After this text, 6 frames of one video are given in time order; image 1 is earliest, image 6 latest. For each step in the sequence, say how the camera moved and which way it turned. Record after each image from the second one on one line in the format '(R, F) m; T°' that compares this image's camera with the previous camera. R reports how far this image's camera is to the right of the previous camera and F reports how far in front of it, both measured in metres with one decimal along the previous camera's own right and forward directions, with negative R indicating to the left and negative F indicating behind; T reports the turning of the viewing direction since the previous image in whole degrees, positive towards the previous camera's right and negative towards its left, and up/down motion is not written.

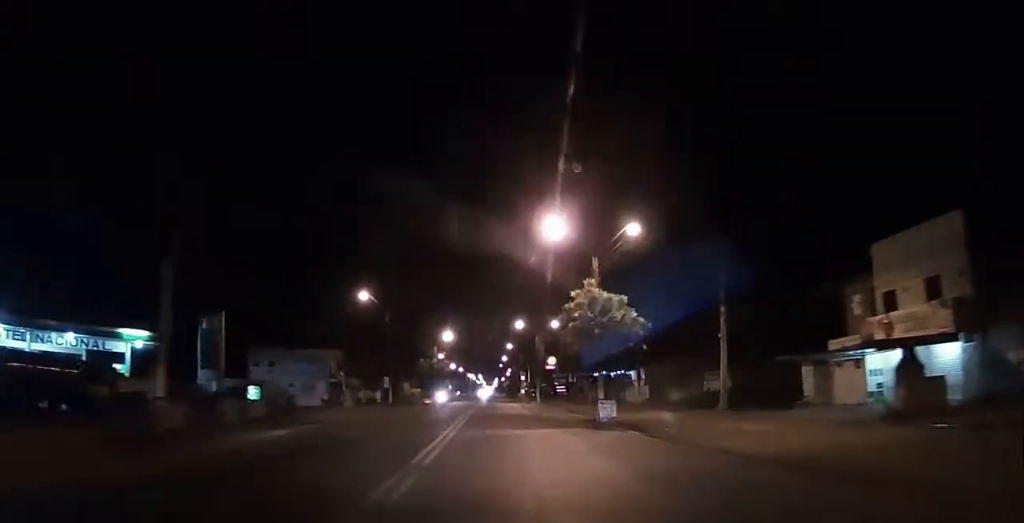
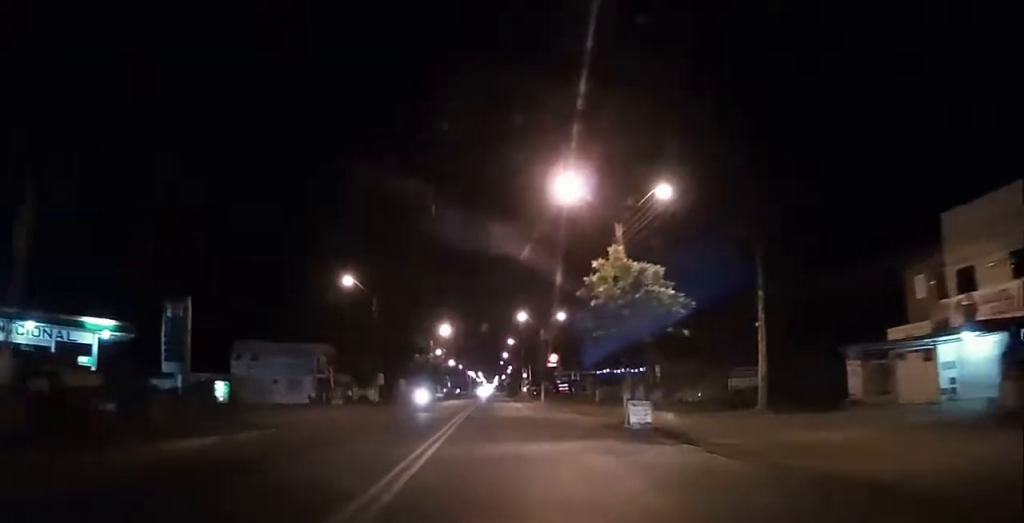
(0.0, +5.9) m; 0°
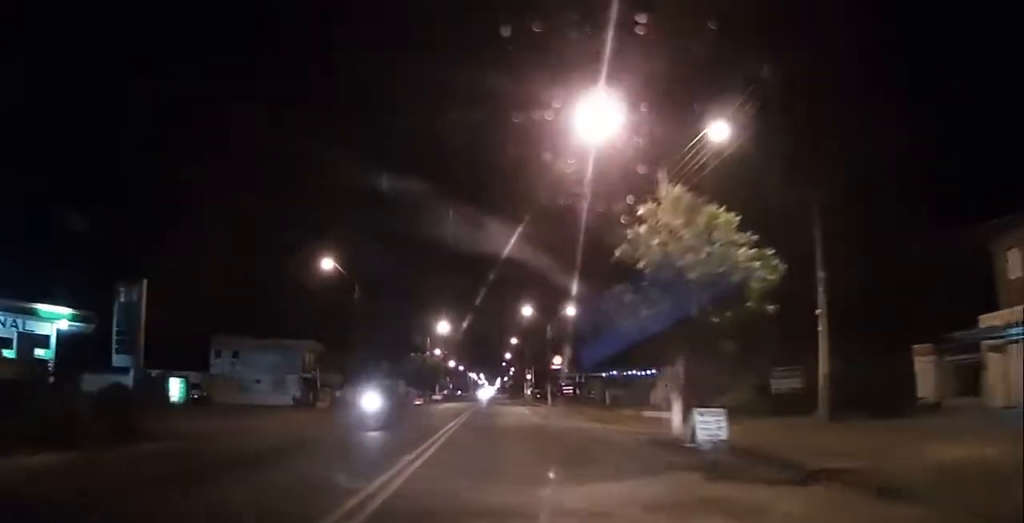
(-0.1, +6.7) m; +1°
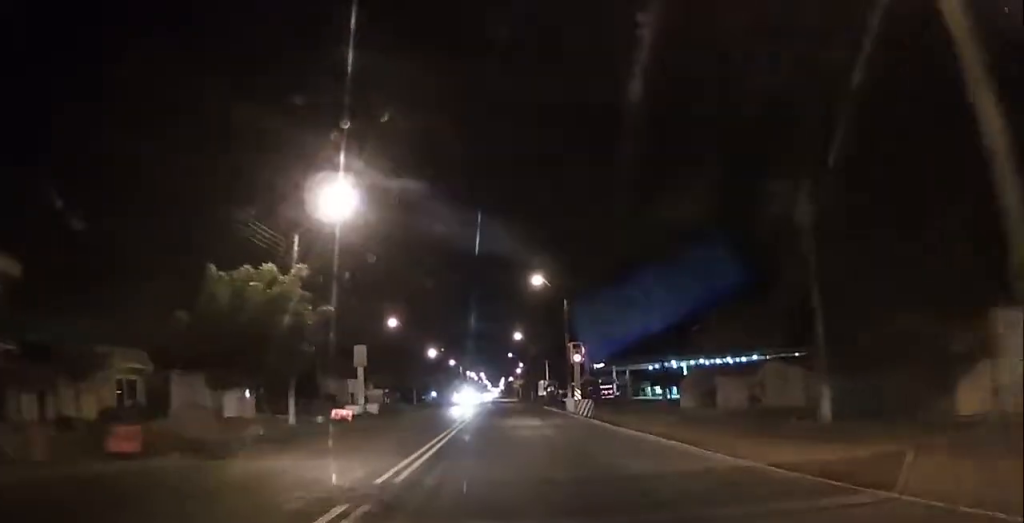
(+0.2, +54.7) m; -1°
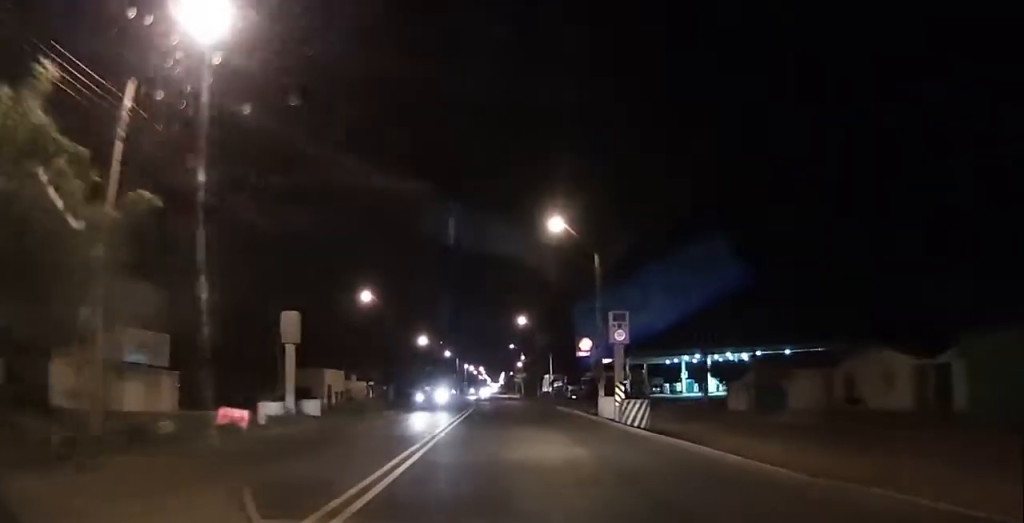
(+0.1, +14.1) m; +1°
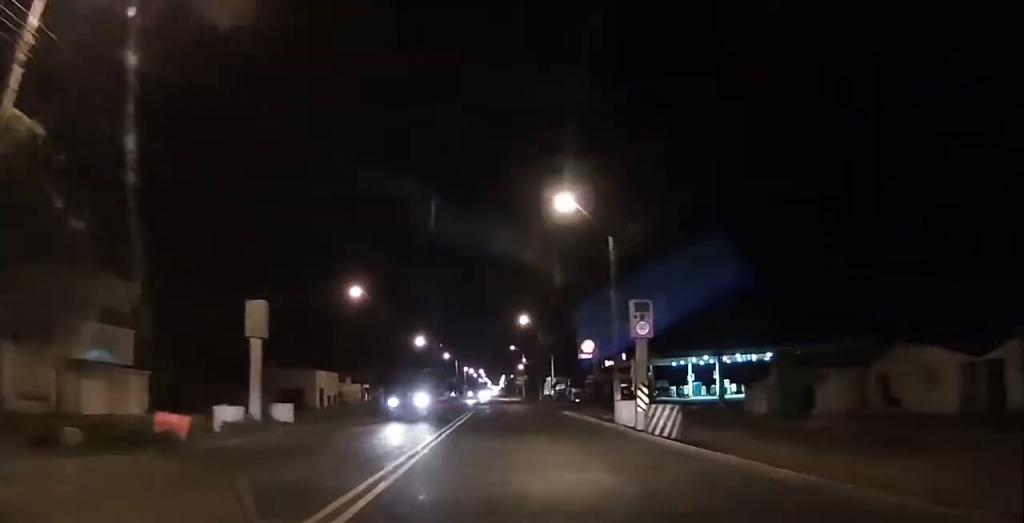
(0.0, +4.2) m; 0°
